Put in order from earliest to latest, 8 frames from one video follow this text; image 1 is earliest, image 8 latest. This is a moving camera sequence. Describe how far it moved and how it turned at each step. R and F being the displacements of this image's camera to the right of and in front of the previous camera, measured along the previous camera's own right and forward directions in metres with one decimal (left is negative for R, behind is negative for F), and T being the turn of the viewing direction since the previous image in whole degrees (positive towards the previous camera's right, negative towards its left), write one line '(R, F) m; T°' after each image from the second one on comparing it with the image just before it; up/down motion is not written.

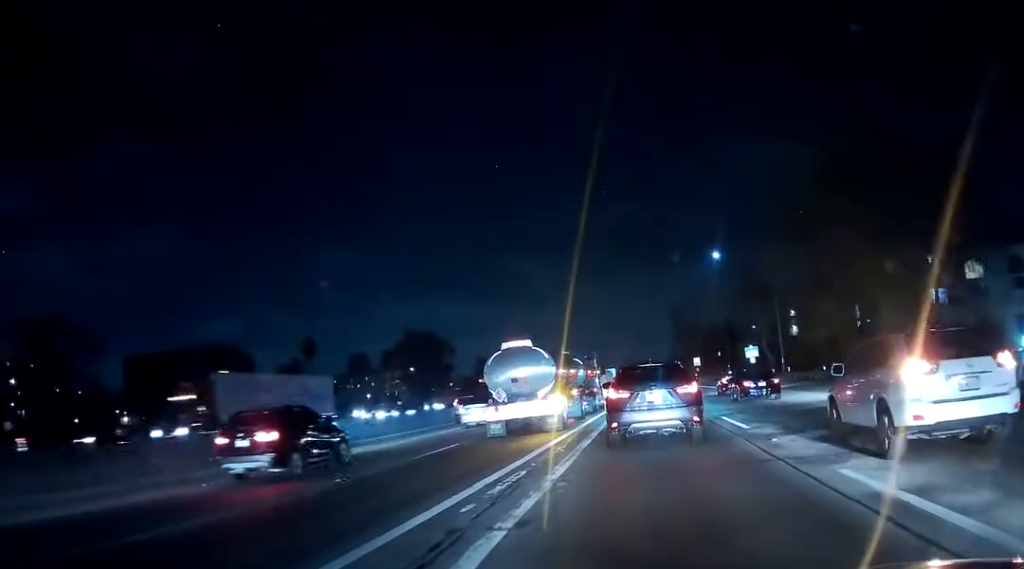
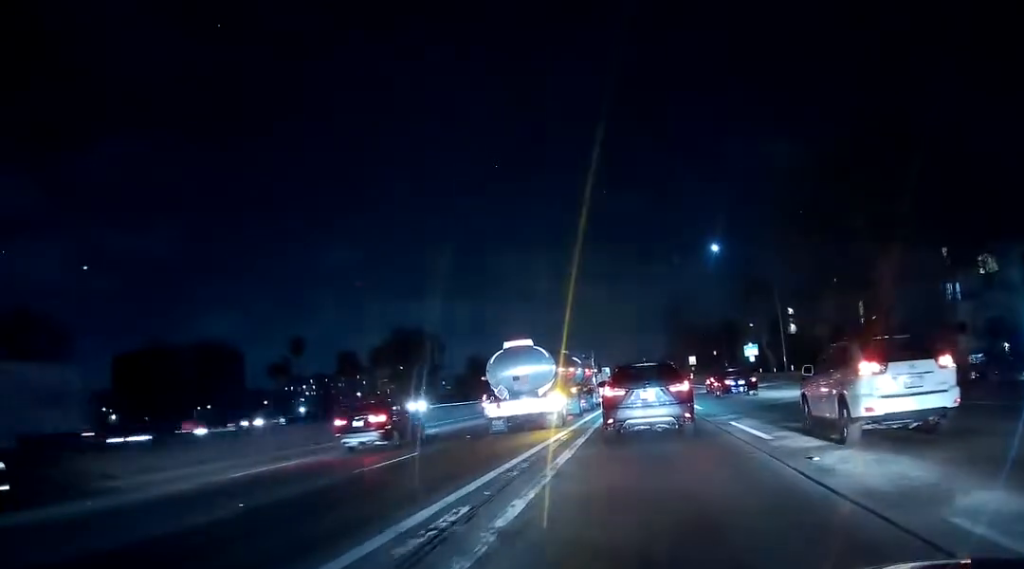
(0.0, +3.9) m; 0°
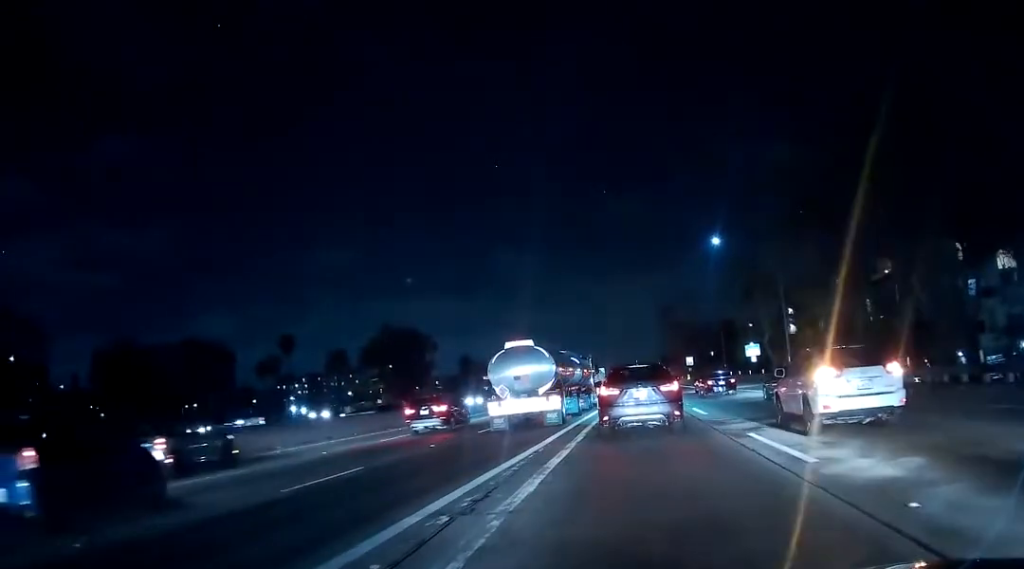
(0.0, +4.2) m; +2°
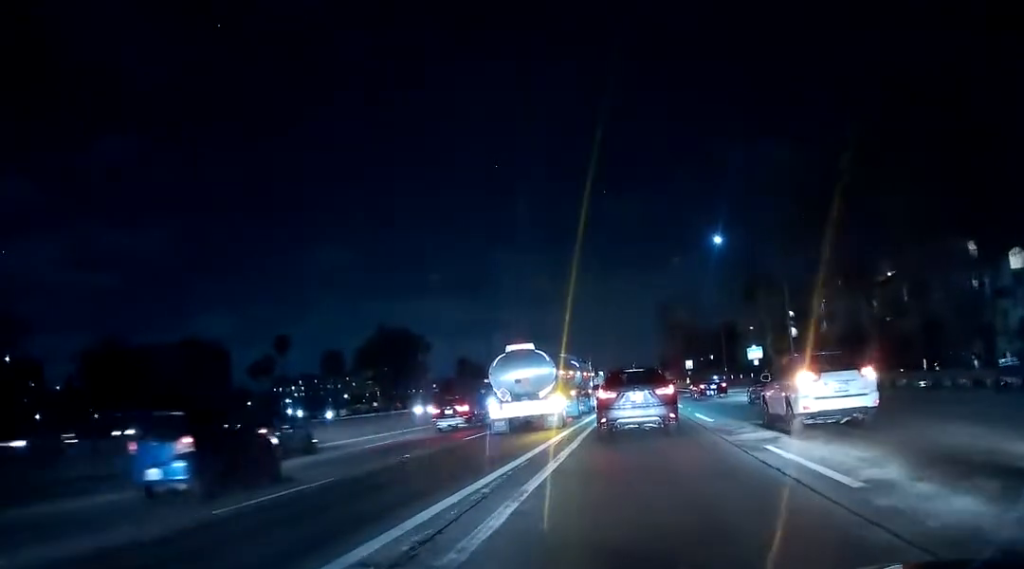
(+0.1, +2.2) m; +1°
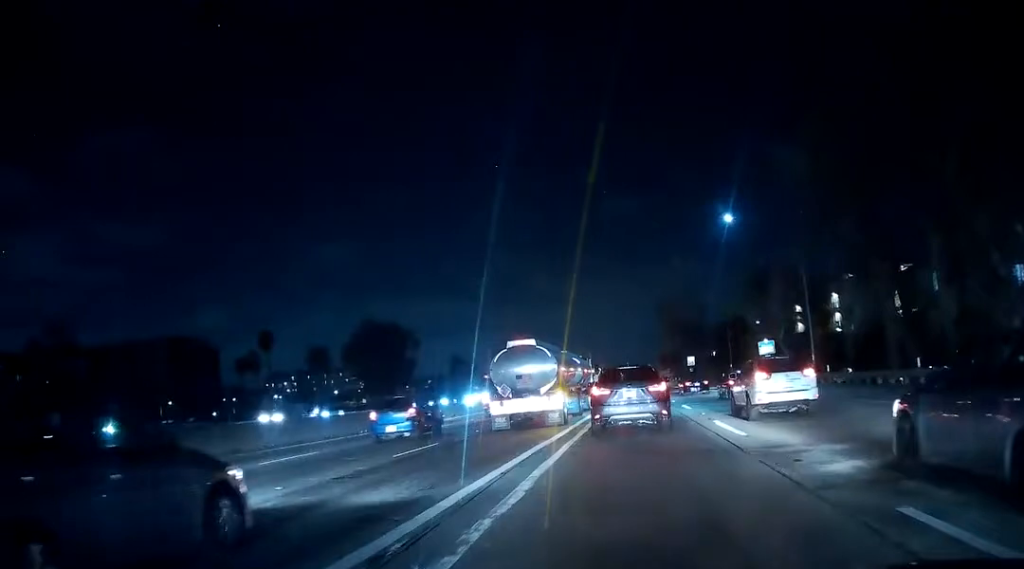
(+0.1, +7.4) m; +2°
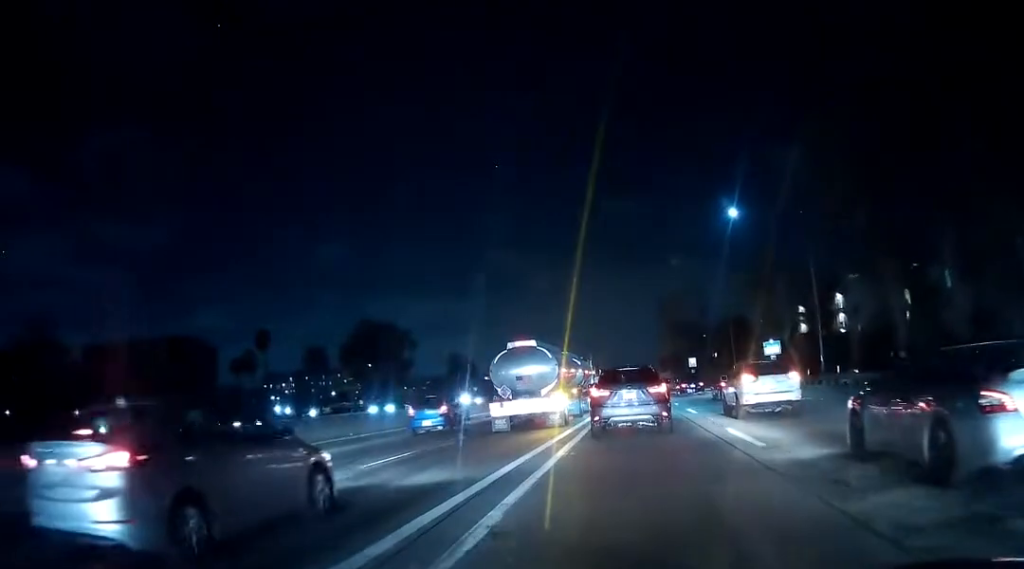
(0.0, +2.5) m; +1°
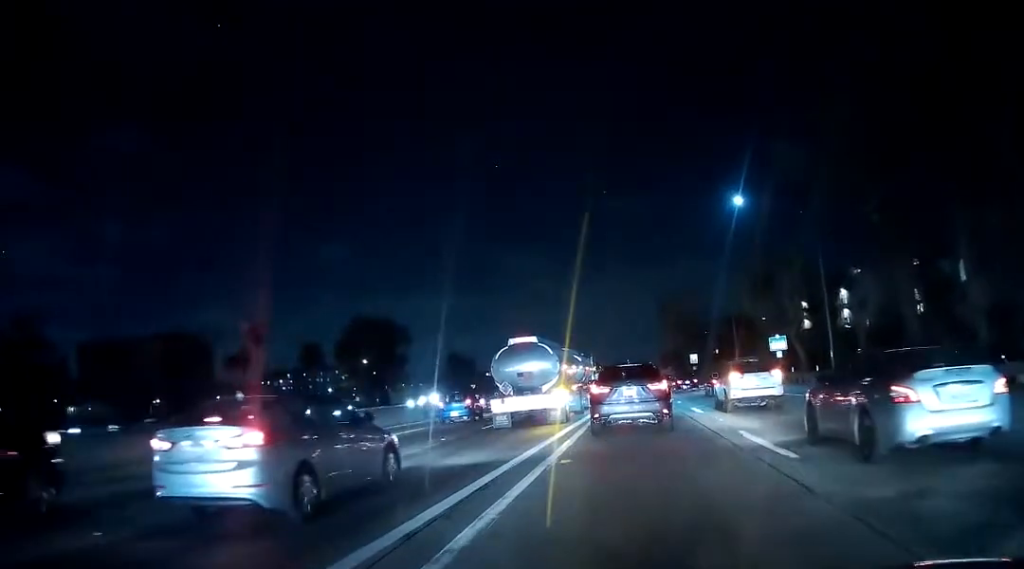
(+0.1, +3.0) m; 0°
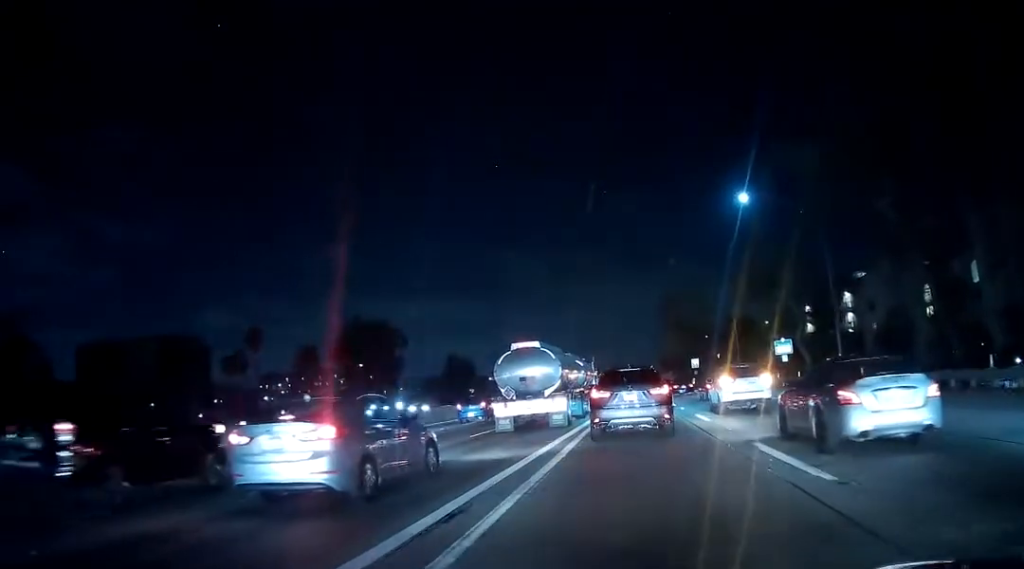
(0.0, +2.3) m; -2°
